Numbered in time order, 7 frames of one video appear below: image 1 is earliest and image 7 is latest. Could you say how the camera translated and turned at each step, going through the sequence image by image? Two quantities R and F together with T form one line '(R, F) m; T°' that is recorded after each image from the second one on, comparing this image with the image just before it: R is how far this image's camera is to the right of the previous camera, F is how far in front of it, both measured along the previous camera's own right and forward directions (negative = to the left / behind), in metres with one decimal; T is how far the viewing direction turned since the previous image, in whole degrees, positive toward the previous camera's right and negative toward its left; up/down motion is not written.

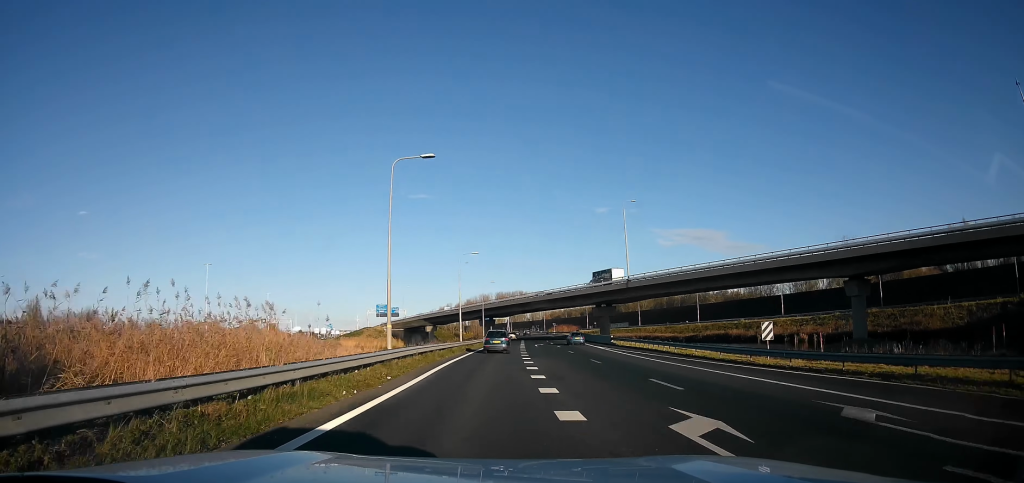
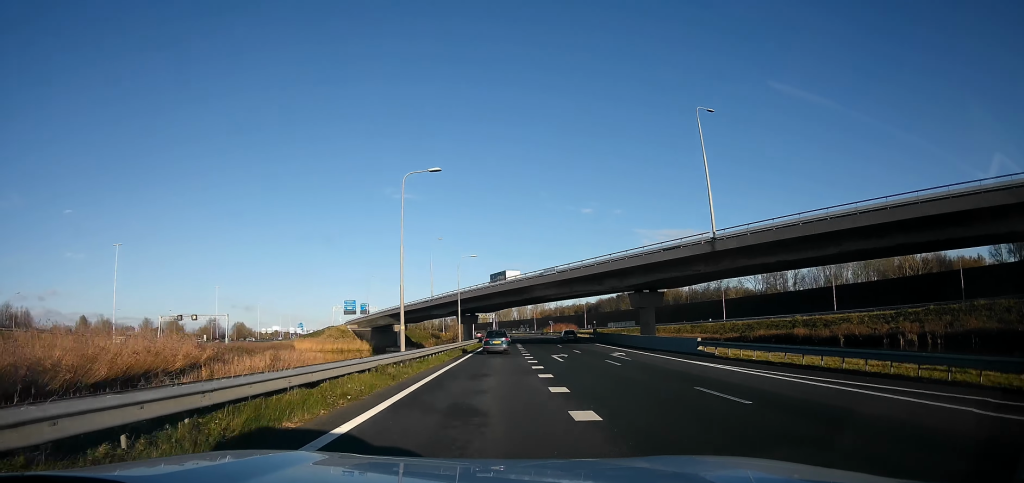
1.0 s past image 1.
(+0.4, +28.0) m; +1°
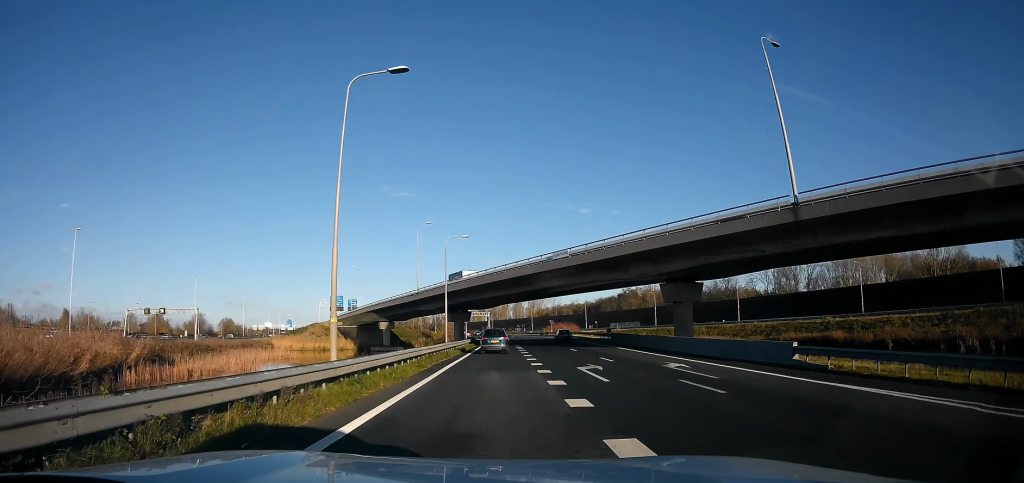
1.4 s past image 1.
(-0.3, +10.8) m; 0°
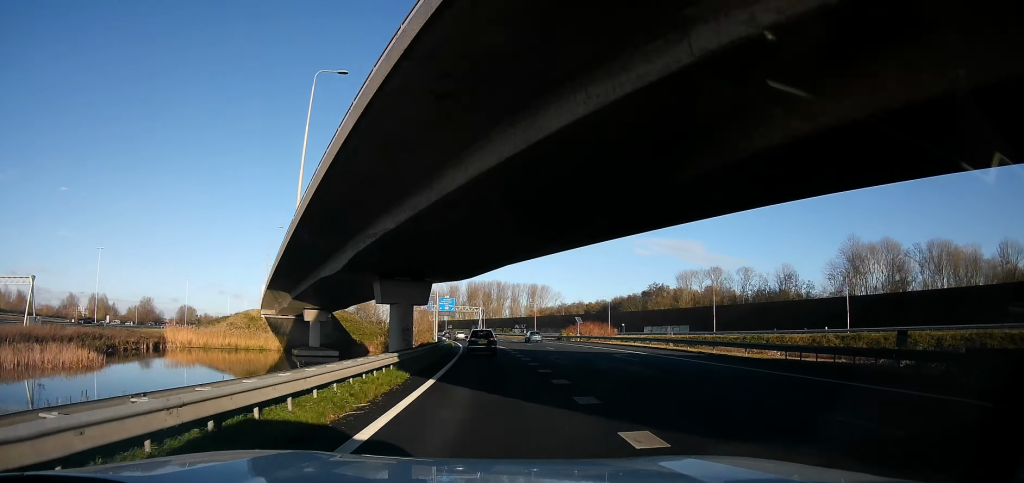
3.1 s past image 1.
(+0.8, +43.0) m; 0°
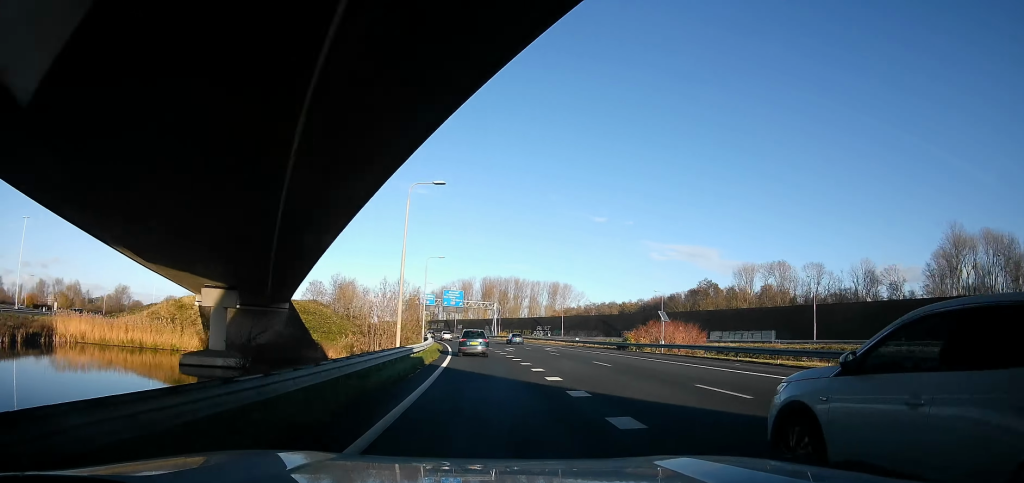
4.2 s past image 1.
(-0.4, +30.0) m; -2°
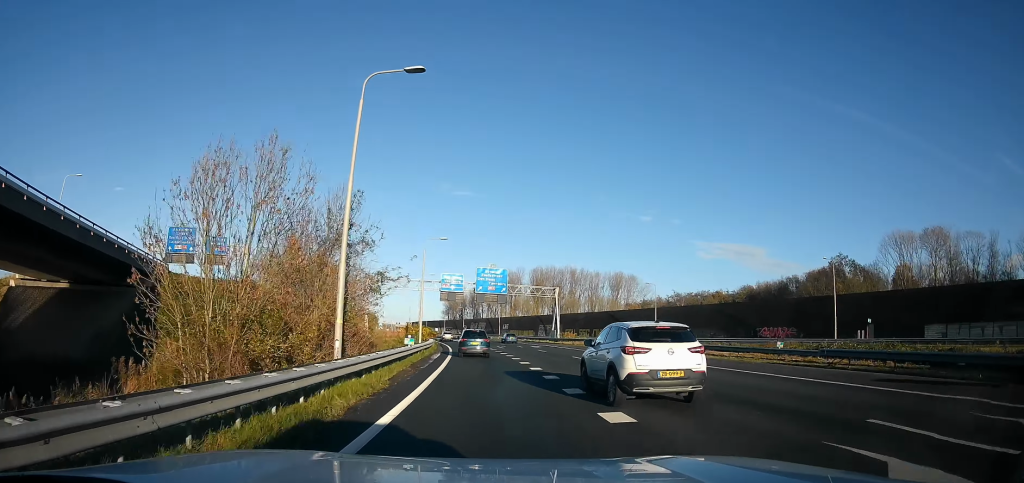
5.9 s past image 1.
(-0.9, +42.0) m; -2°
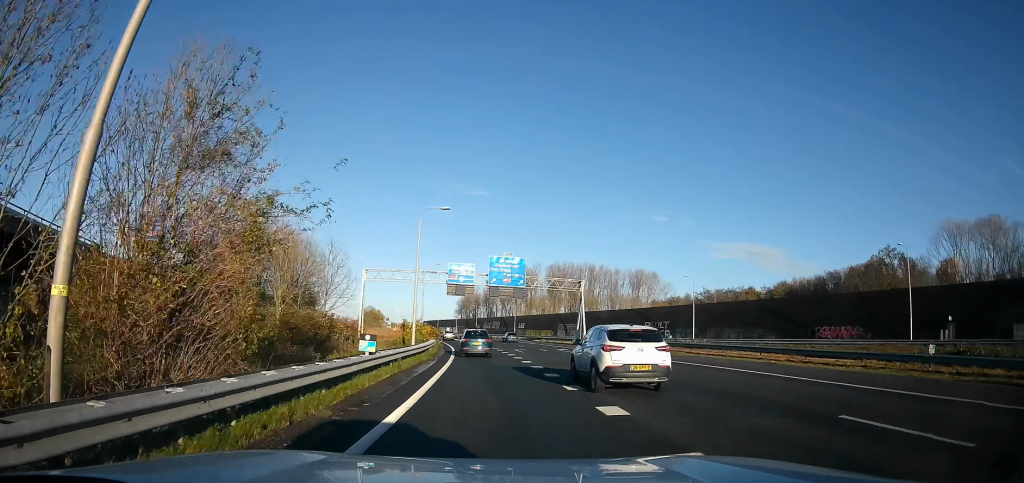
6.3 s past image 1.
(+0.2, +10.9) m; -1°
